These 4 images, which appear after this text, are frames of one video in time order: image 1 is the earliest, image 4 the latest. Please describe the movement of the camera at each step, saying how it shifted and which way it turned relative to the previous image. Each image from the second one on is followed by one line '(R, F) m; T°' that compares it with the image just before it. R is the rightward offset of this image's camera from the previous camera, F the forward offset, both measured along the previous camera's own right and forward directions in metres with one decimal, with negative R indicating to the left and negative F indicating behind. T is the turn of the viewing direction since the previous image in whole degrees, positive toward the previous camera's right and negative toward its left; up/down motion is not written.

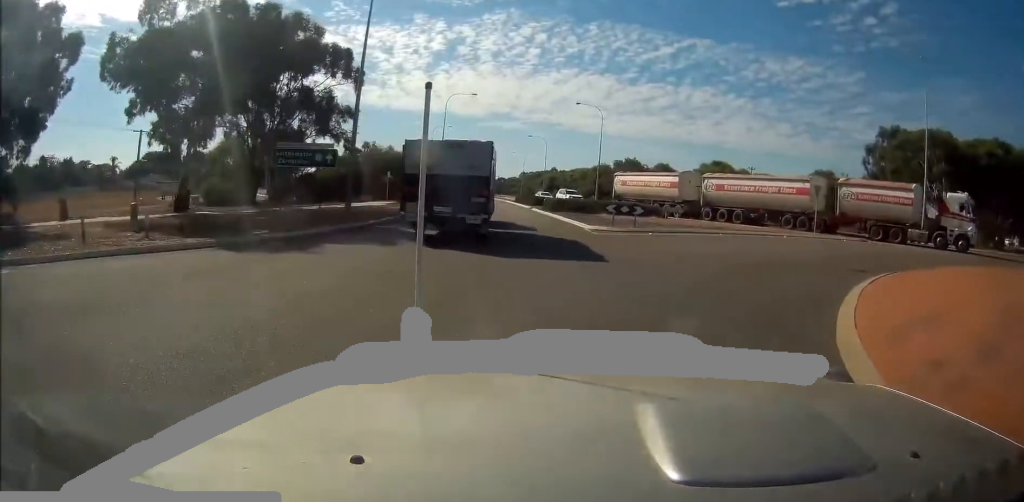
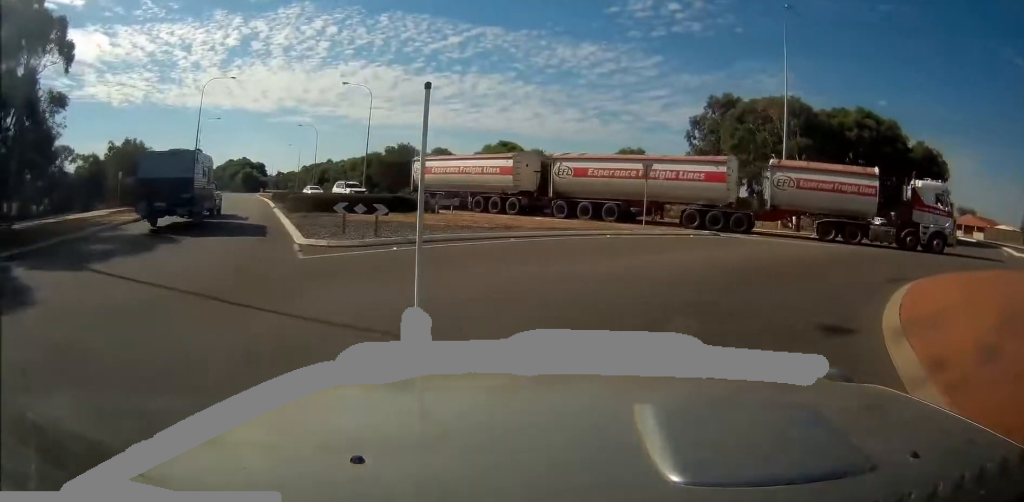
(+1.5, +7.9) m; +22°
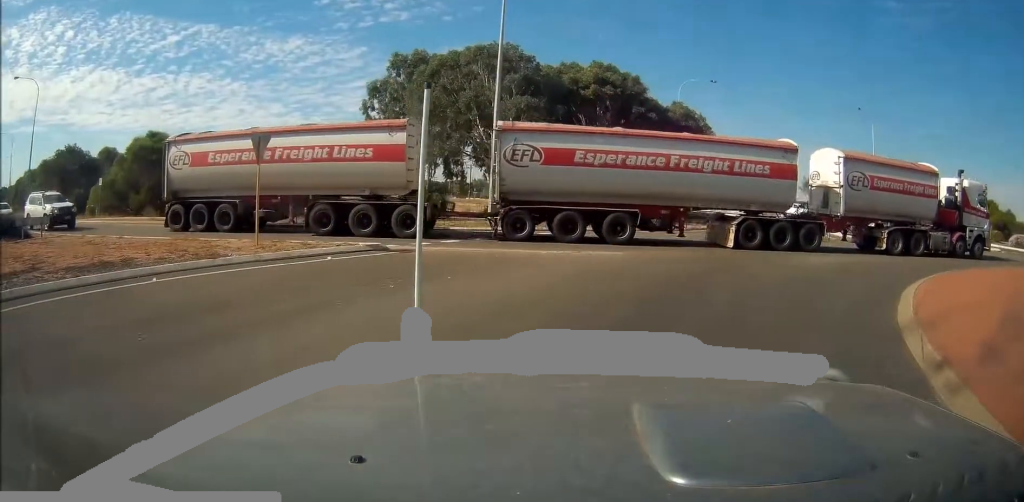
(+5.3, +10.4) m; +64°
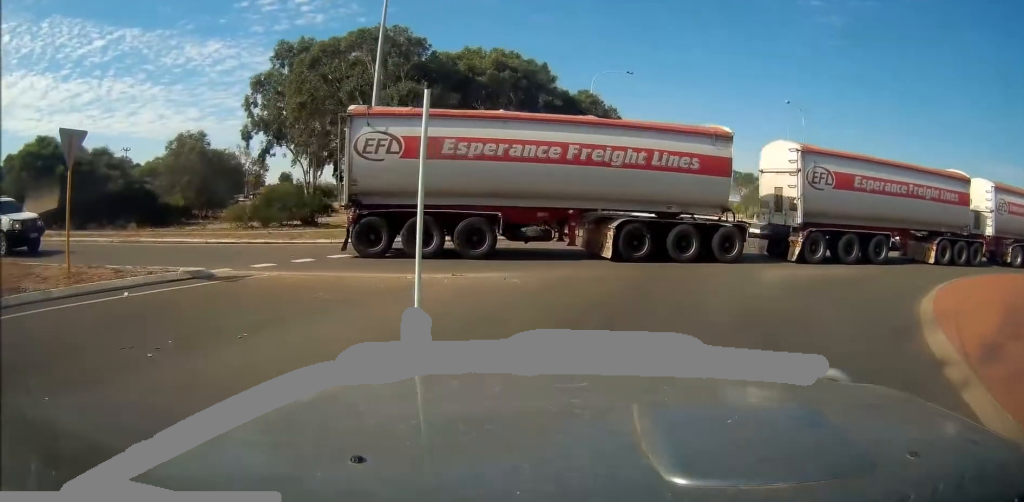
(+0.5, +4.6) m; +7°
